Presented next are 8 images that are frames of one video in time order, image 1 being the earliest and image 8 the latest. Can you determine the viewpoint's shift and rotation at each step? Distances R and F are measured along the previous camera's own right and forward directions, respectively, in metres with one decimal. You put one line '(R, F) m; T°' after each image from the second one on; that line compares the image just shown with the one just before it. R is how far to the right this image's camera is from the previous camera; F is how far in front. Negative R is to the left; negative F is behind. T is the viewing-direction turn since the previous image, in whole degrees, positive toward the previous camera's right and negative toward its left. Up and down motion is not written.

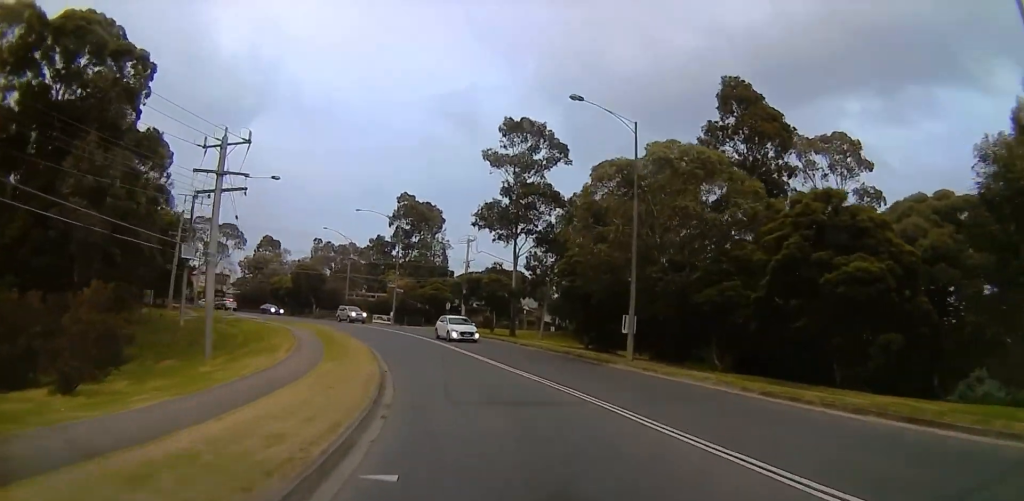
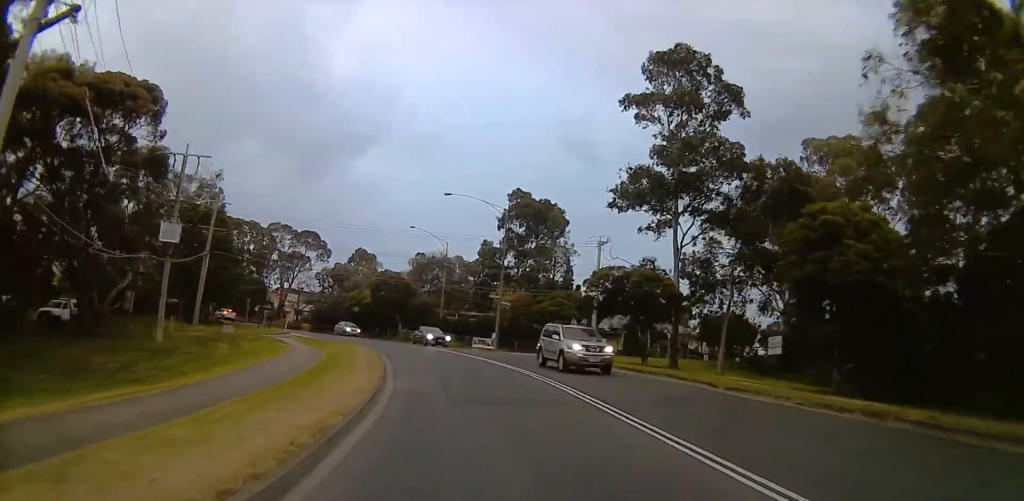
(-0.3, +19.9) m; -9°
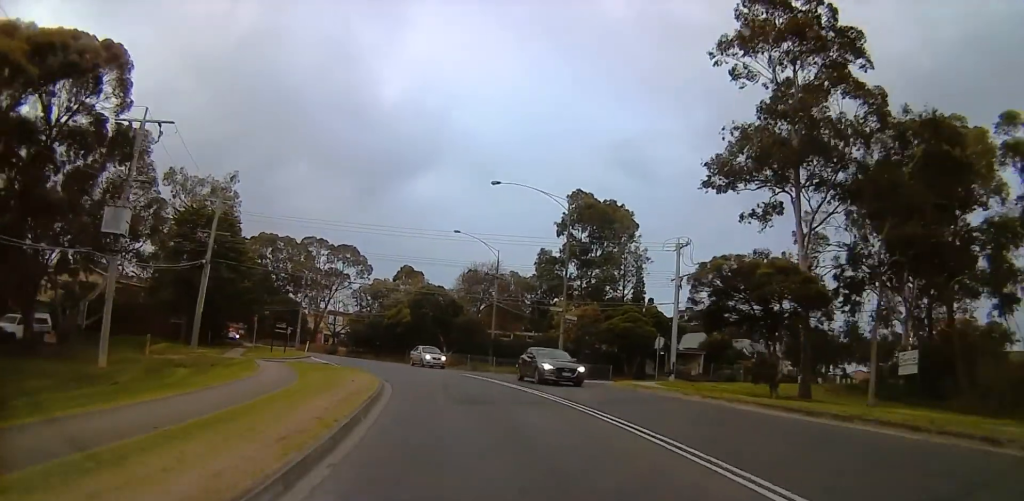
(-1.7, +10.1) m; -10°
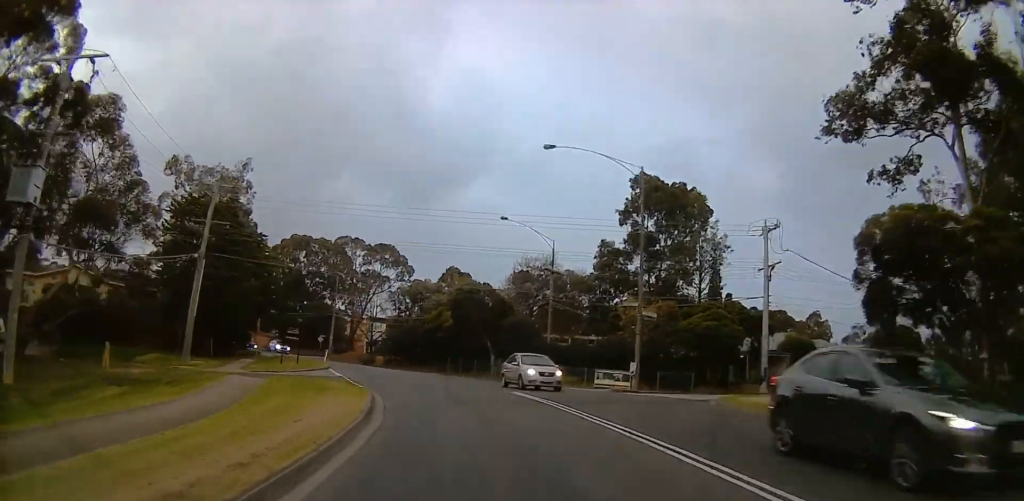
(-0.4, +8.9) m; -2°
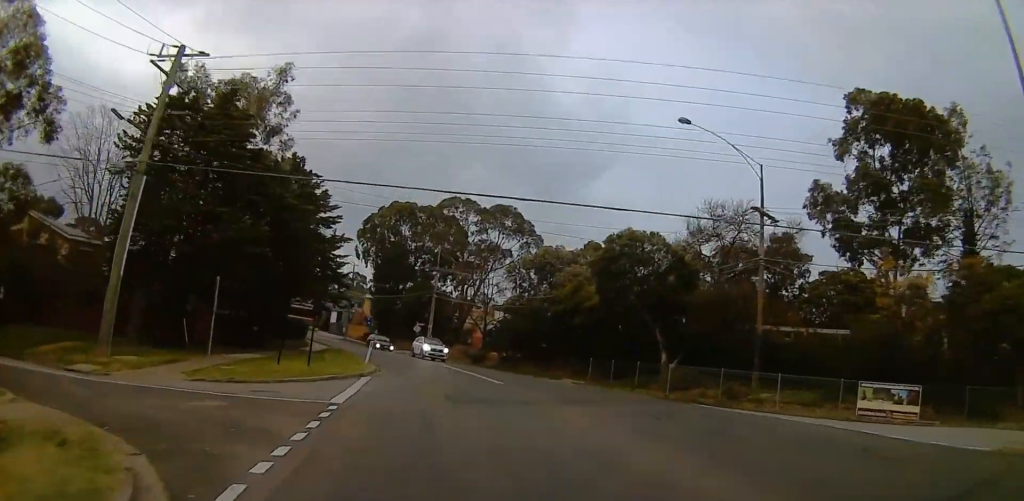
(-0.5, +20.4) m; -8°
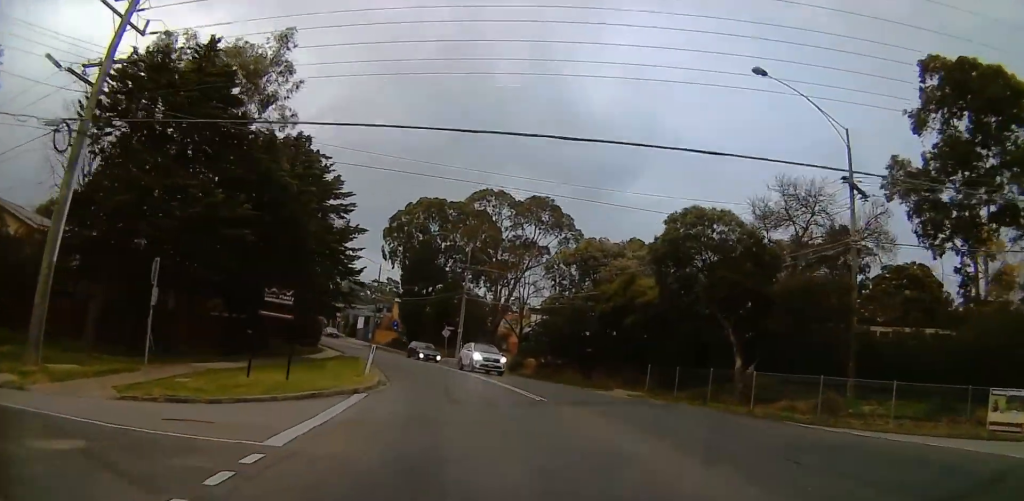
(-0.5, +5.7) m; -5°
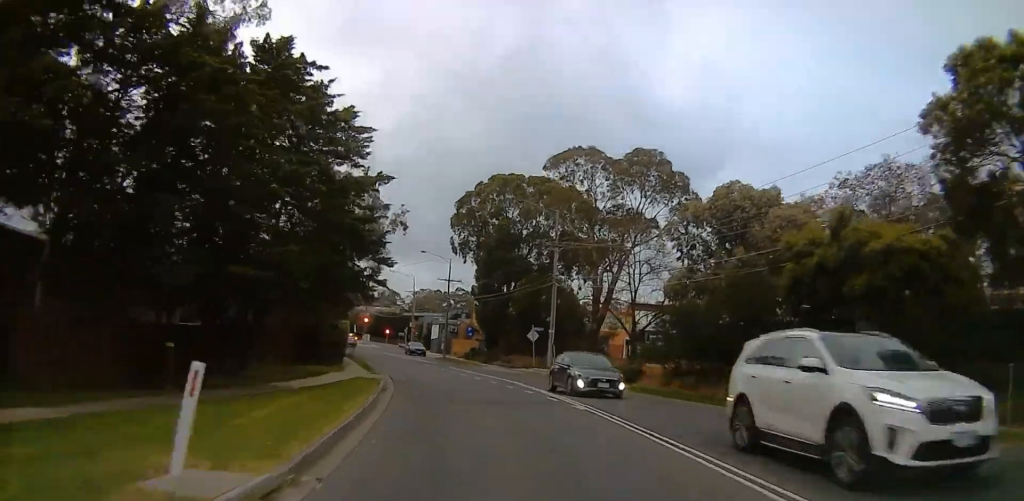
(-1.6, +14.6) m; -9°
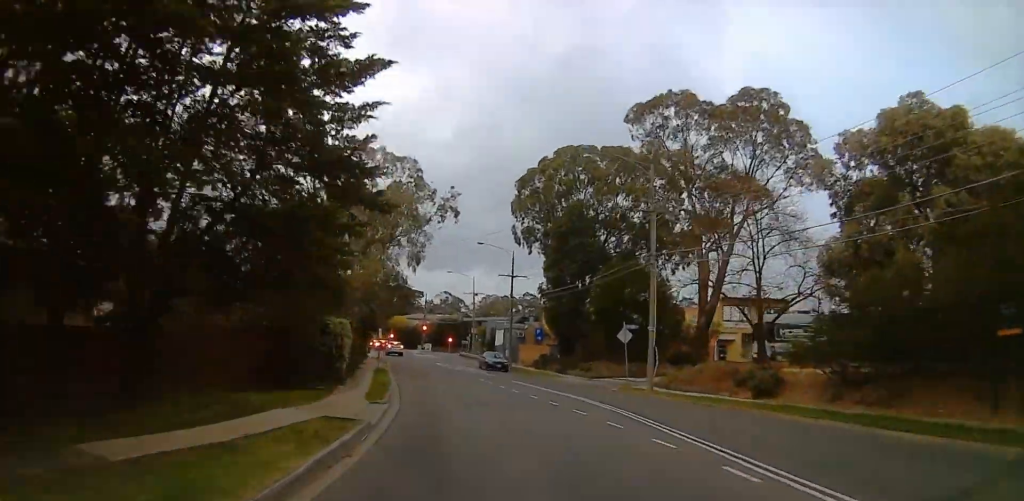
(-0.4, +11.4) m; -6°
